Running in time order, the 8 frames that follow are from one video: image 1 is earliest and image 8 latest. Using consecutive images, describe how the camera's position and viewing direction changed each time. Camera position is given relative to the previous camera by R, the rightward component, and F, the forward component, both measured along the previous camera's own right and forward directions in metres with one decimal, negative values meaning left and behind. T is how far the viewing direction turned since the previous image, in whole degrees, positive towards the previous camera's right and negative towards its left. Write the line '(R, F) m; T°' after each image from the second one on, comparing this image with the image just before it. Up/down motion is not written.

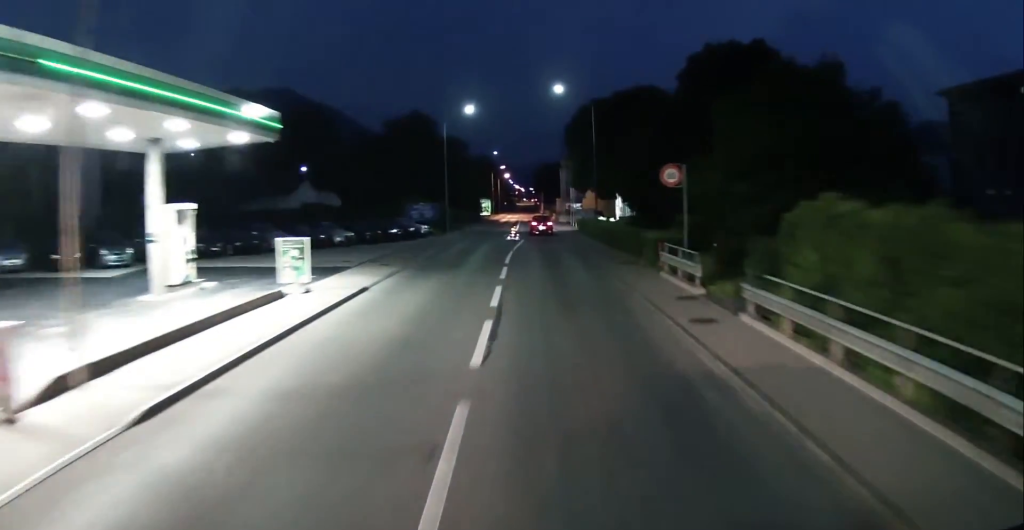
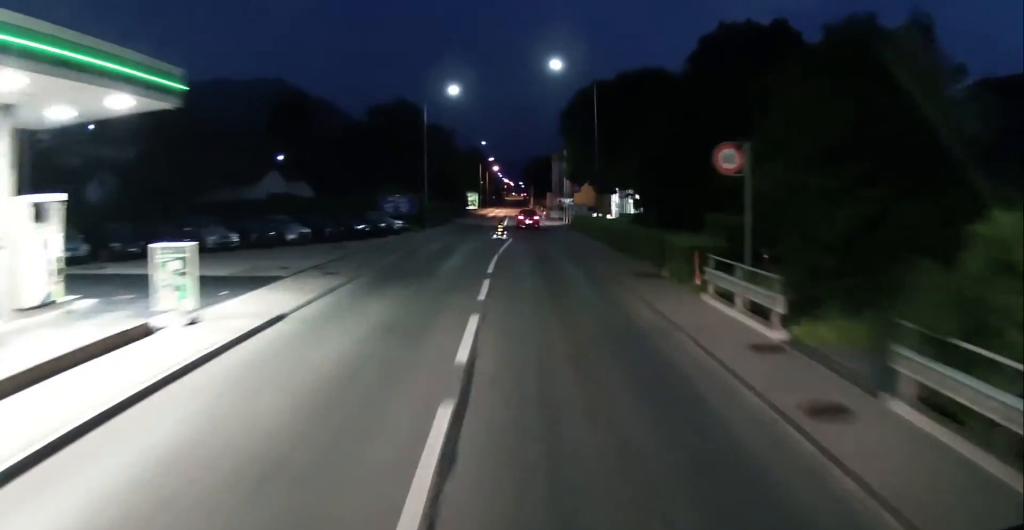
(+0.2, +6.3) m; +1°
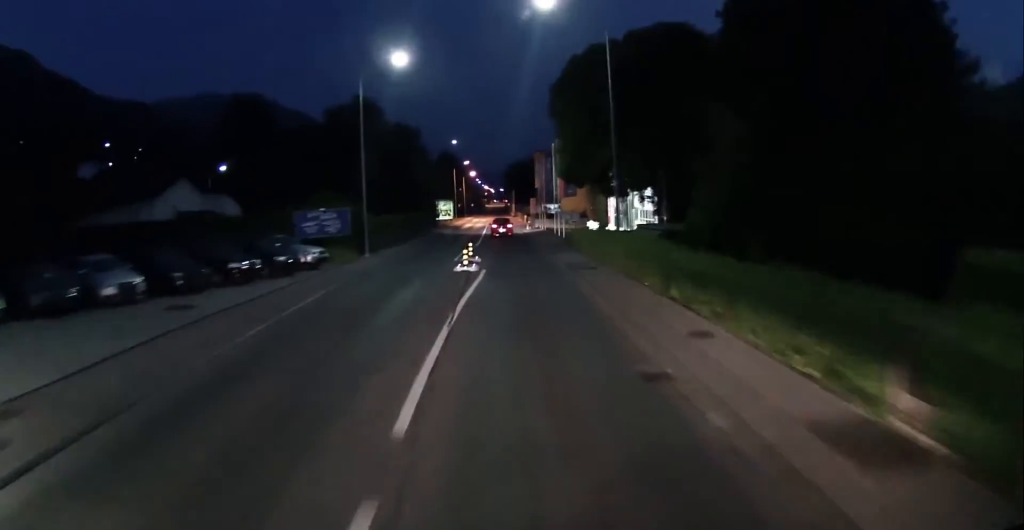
(+0.3, +14.2) m; +1°
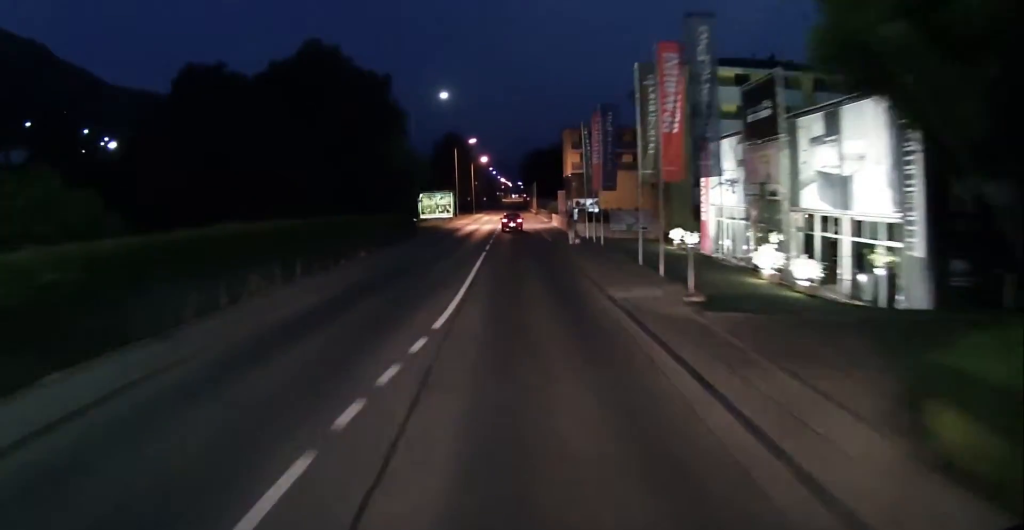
(0.0, +30.9) m; -1°
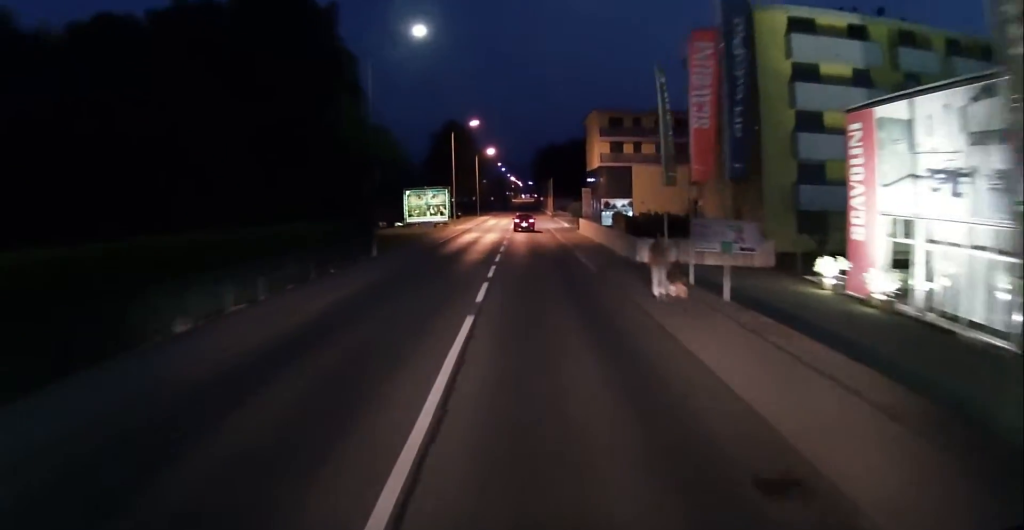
(-0.3, +18.8) m; -1°
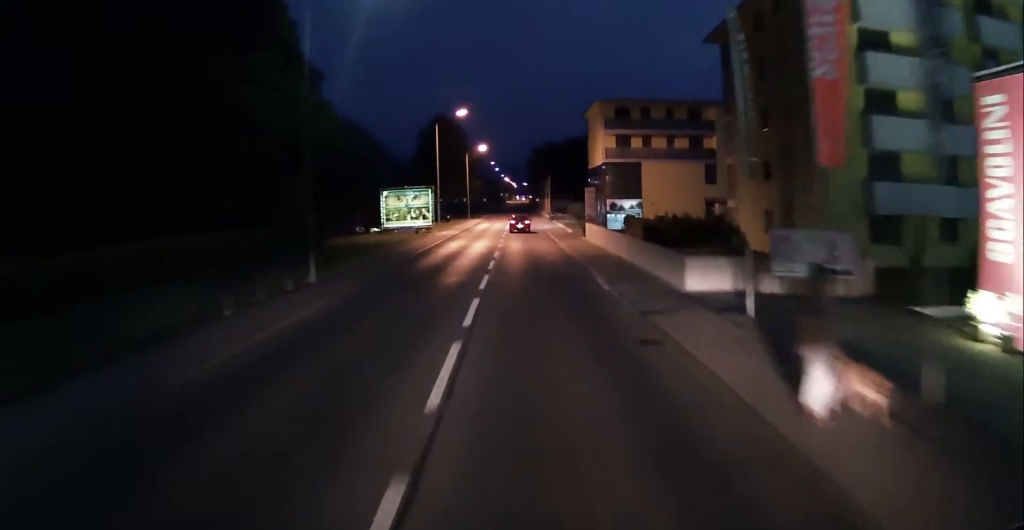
(-0.3, +8.6) m; 0°
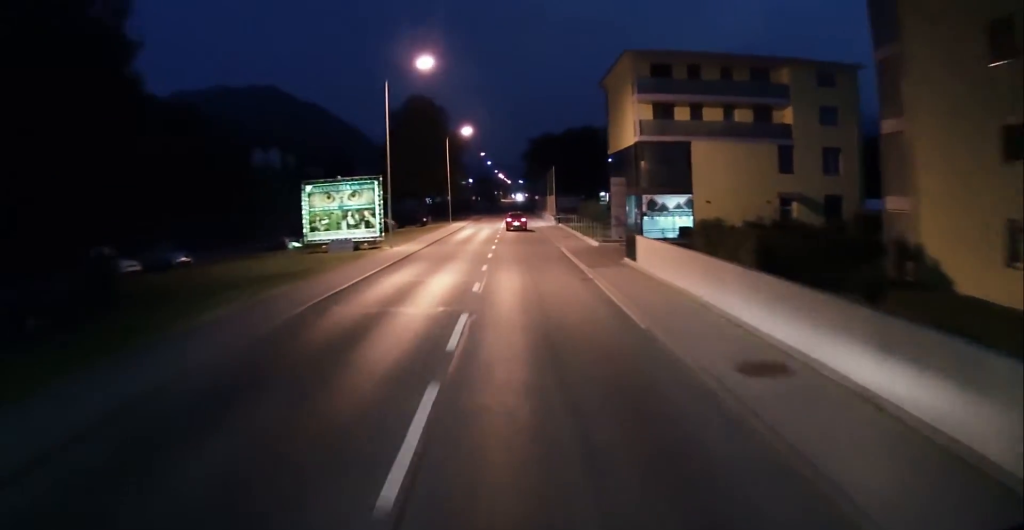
(+0.4, +20.2) m; 0°
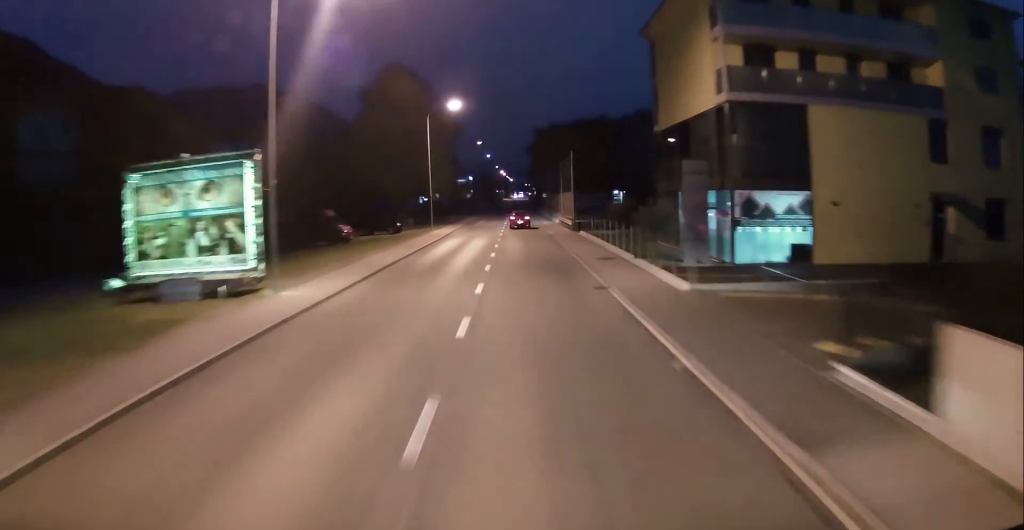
(-0.3, +18.4) m; 0°
